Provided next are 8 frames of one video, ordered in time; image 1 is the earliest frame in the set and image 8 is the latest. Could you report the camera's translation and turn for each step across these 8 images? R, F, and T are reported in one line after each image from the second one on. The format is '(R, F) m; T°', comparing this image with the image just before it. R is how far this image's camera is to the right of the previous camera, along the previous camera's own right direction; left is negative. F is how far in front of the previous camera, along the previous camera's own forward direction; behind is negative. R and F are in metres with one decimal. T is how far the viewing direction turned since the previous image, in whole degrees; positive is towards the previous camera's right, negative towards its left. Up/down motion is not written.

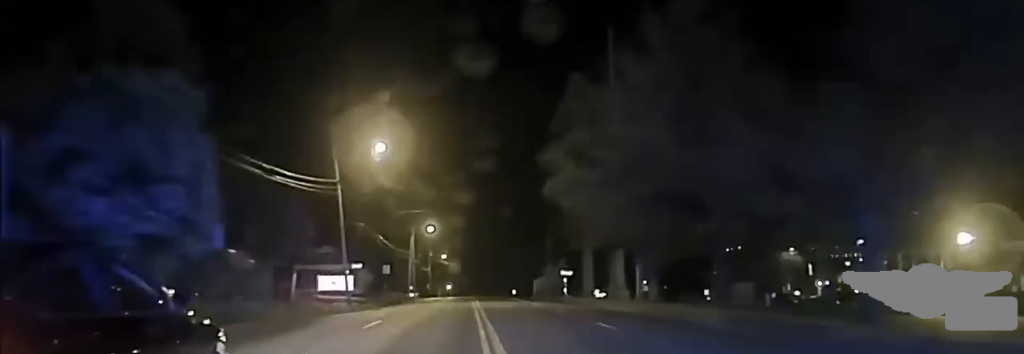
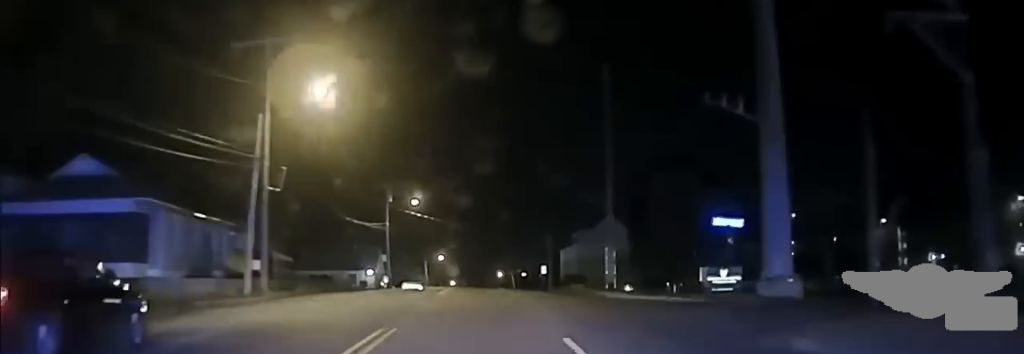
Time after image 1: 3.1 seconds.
(-1.8, +65.9) m; -3°
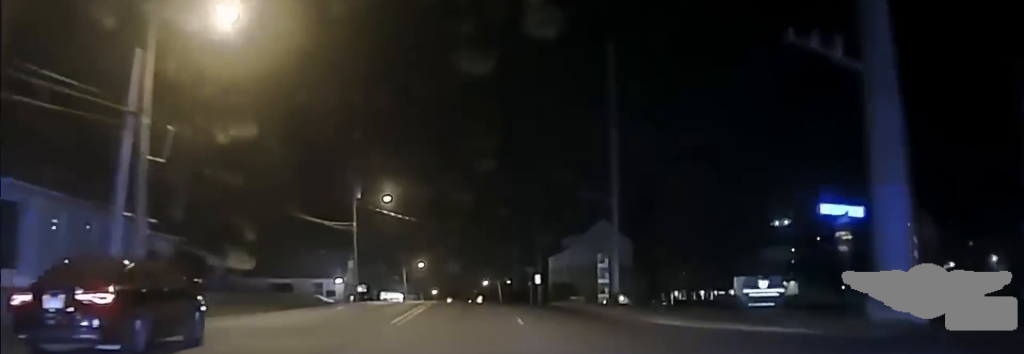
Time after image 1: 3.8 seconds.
(0.0, +13.3) m; 0°
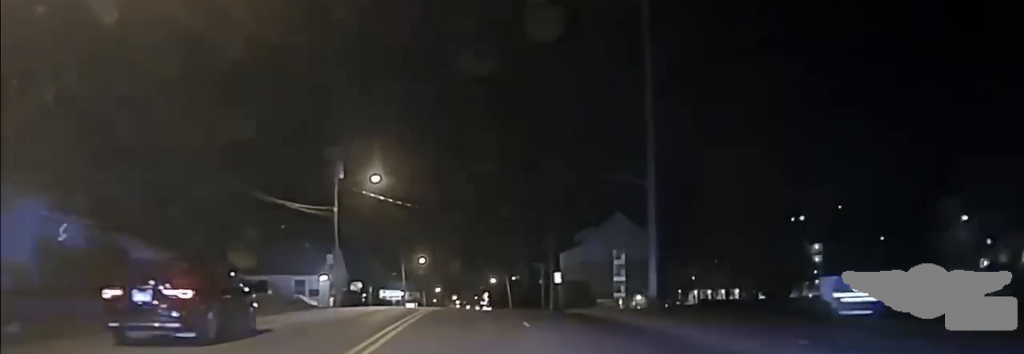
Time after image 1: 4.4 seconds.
(-0.3, +12.7) m; 0°
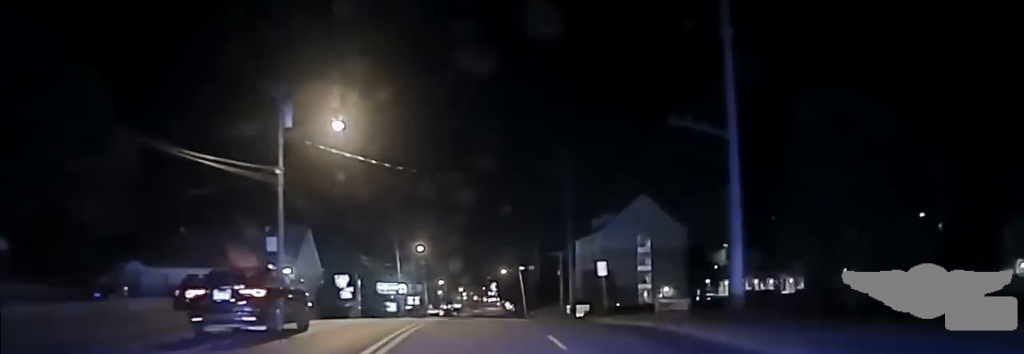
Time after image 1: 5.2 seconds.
(+0.4, +18.9) m; +1°
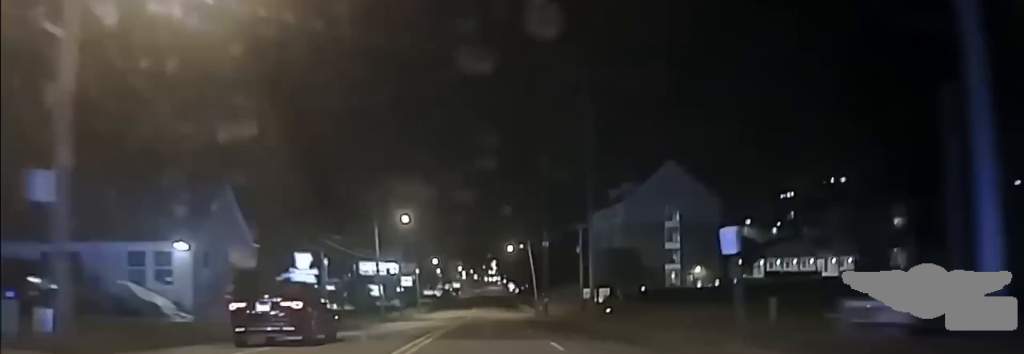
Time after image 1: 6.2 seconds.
(0.0, +23.1) m; -1°
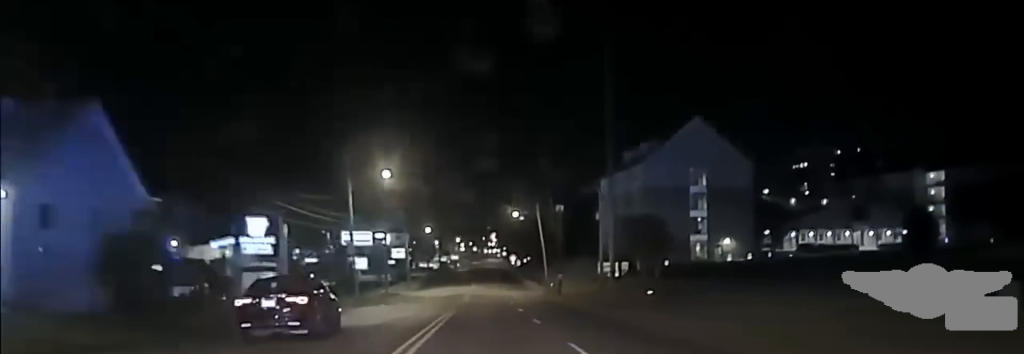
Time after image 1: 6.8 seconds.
(-0.1, +15.9) m; 0°
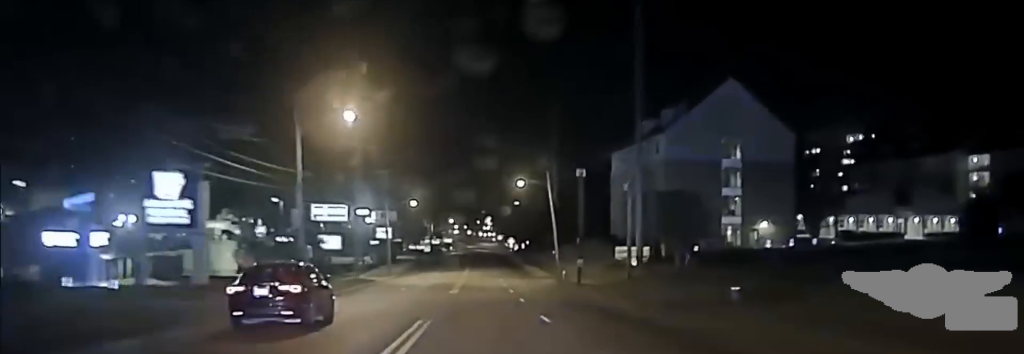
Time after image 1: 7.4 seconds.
(-0.4, +17.7) m; +1°
